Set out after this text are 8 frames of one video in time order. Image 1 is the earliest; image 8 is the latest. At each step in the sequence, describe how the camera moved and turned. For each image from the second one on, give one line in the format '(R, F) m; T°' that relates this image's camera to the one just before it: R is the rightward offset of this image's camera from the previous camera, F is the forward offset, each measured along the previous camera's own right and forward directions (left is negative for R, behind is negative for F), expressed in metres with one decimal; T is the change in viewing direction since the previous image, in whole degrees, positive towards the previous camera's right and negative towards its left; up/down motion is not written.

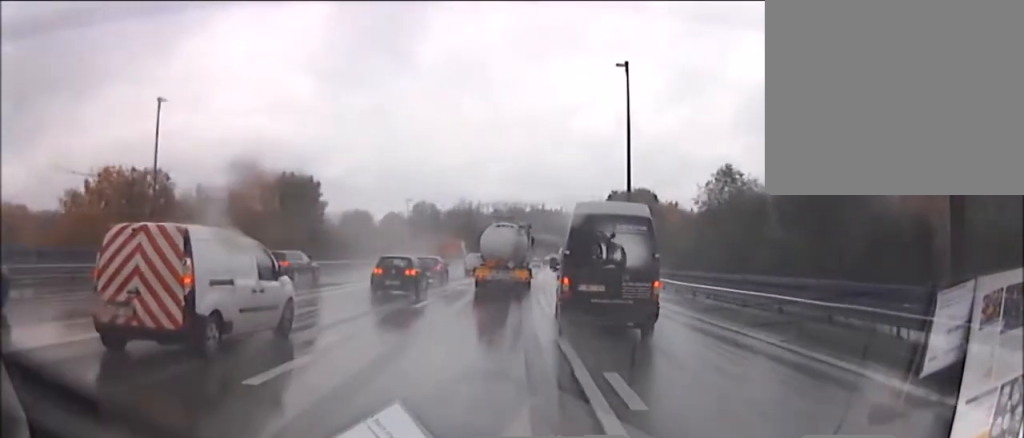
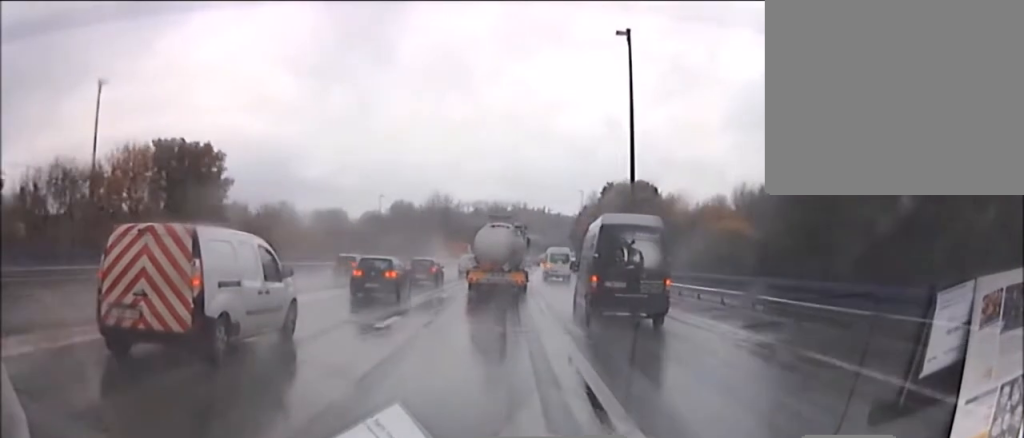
(+0.4, +18.0) m; +2°
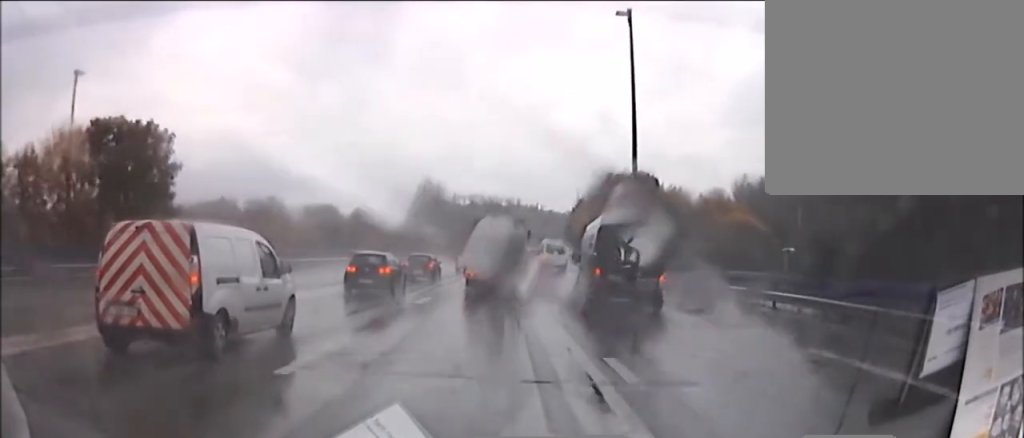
(0.0, +6.6) m; 0°
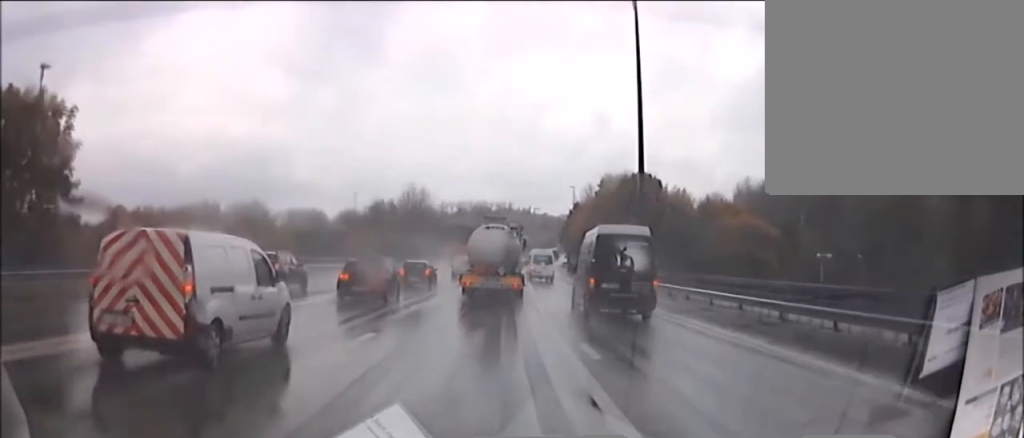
(0.0, +8.9) m; +1°
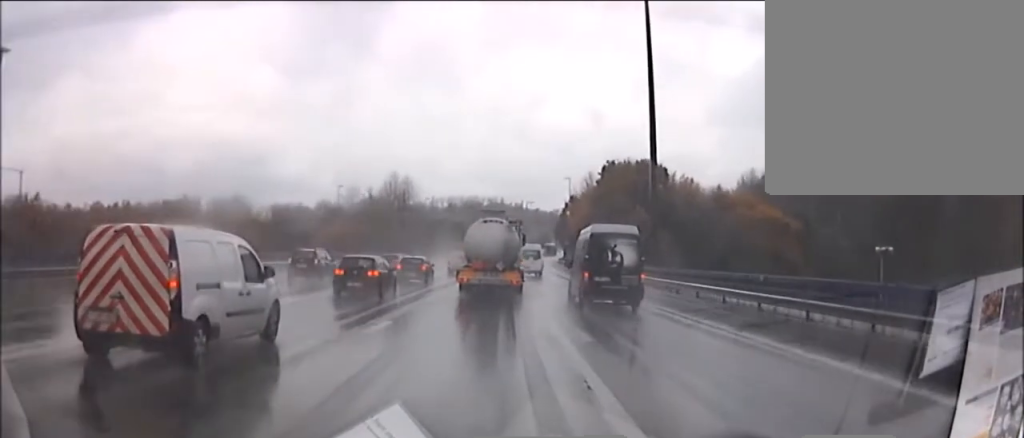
(+0.1, +11.2) m; +1°
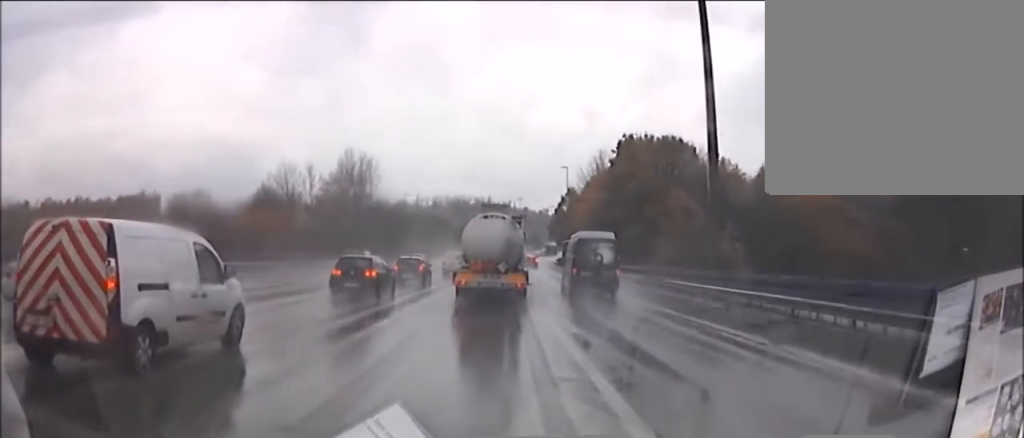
(+0.2, +23.0) m; +1°
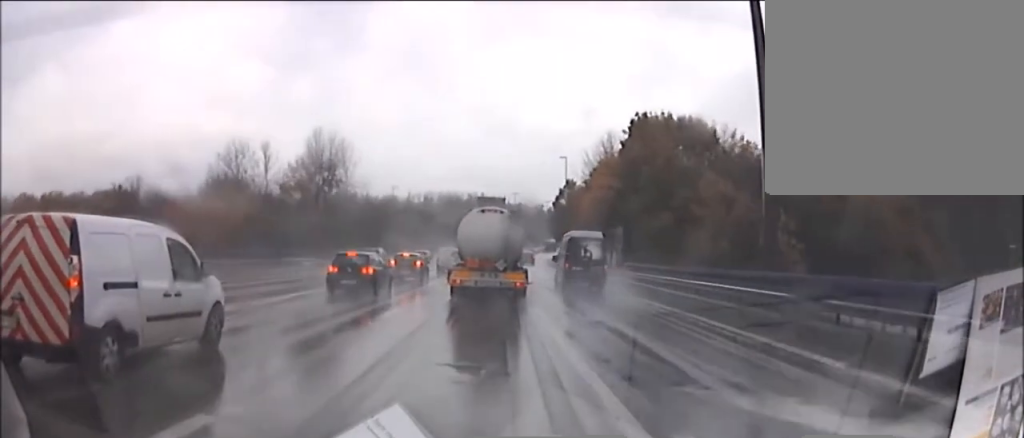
(0.0, +11.1) m; 0°
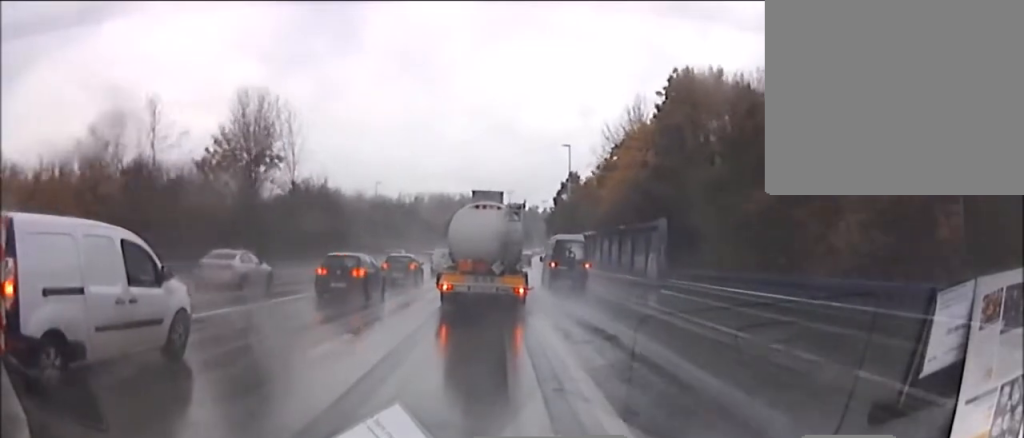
(+0.1, +17.9) m; +1°
